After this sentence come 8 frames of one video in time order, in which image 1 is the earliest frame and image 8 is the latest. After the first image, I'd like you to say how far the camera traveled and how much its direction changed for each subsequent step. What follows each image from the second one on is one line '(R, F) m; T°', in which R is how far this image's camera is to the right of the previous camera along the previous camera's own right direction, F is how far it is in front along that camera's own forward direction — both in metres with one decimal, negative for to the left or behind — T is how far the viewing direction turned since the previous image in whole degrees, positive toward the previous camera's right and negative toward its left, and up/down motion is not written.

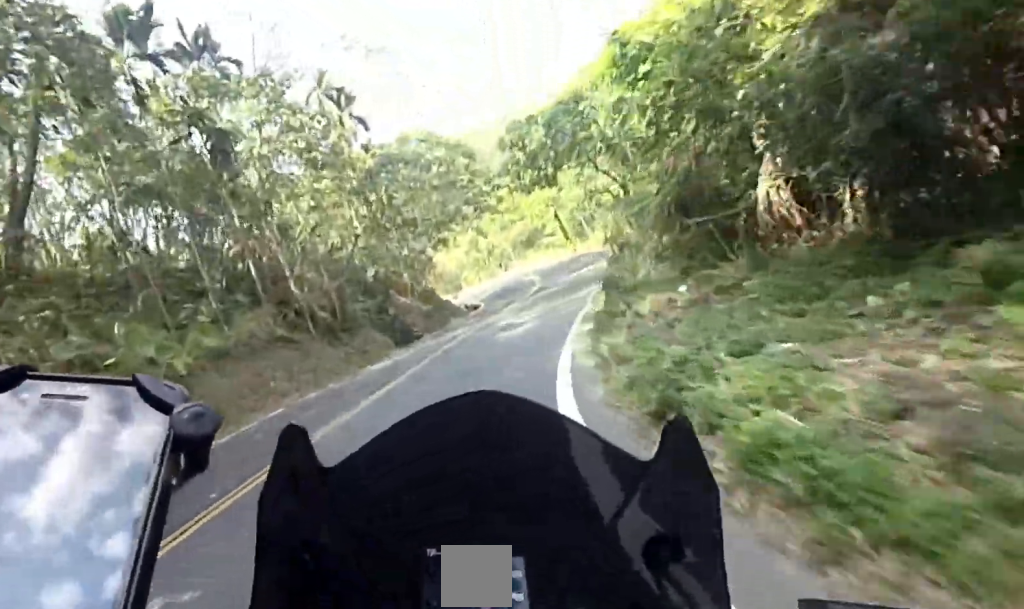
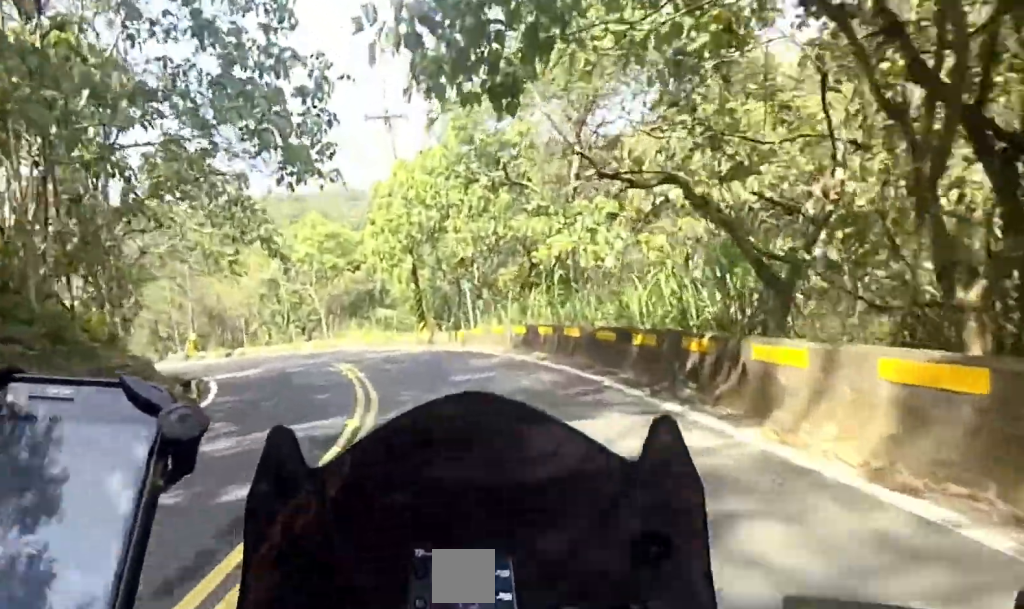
(+4.1, +21.2) m; +12°
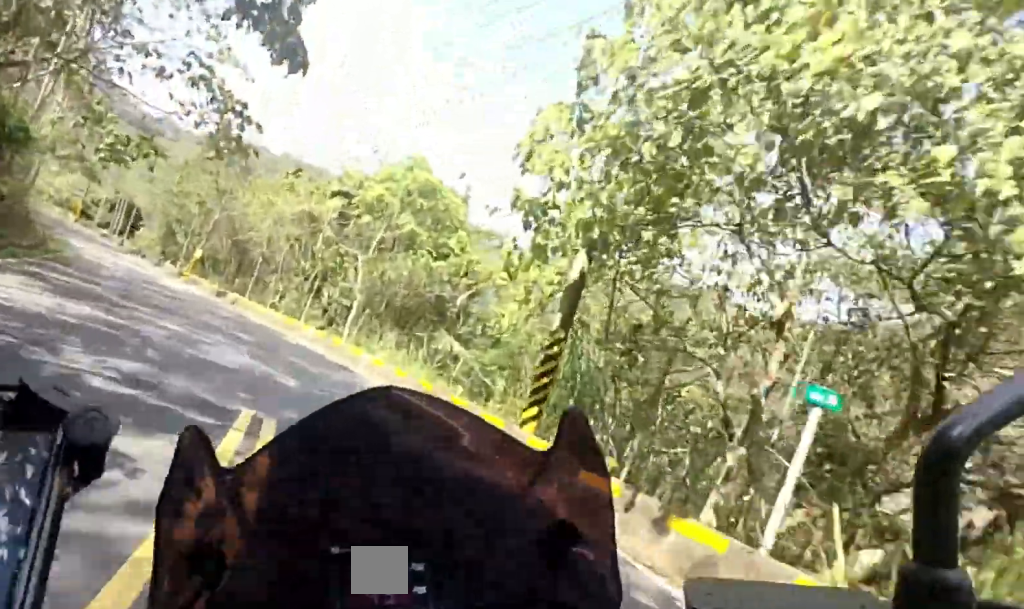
(-0.5, +14.5) m; -14°
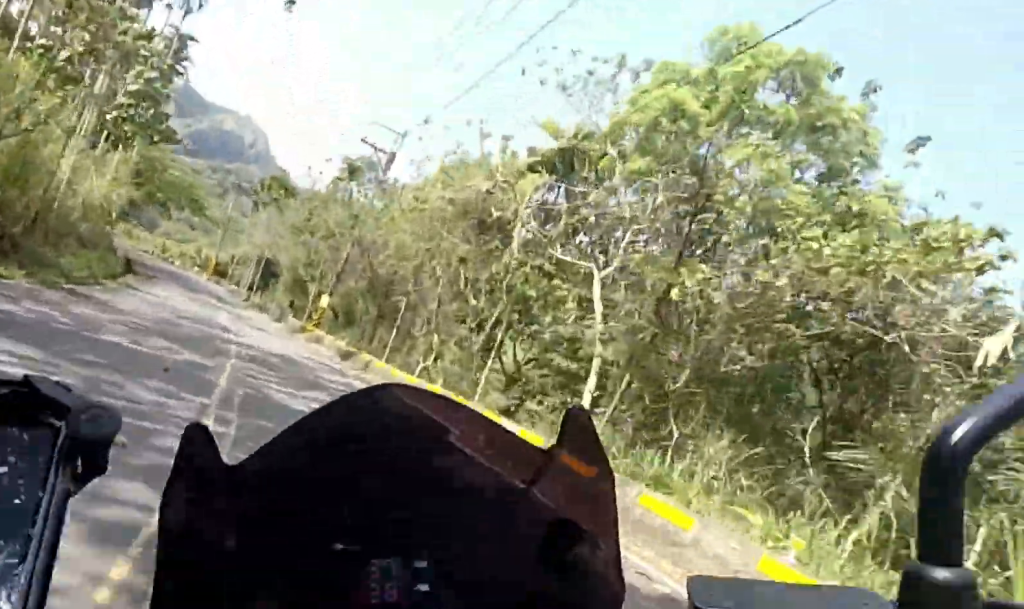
(-2.3, +11.8) m; -12°
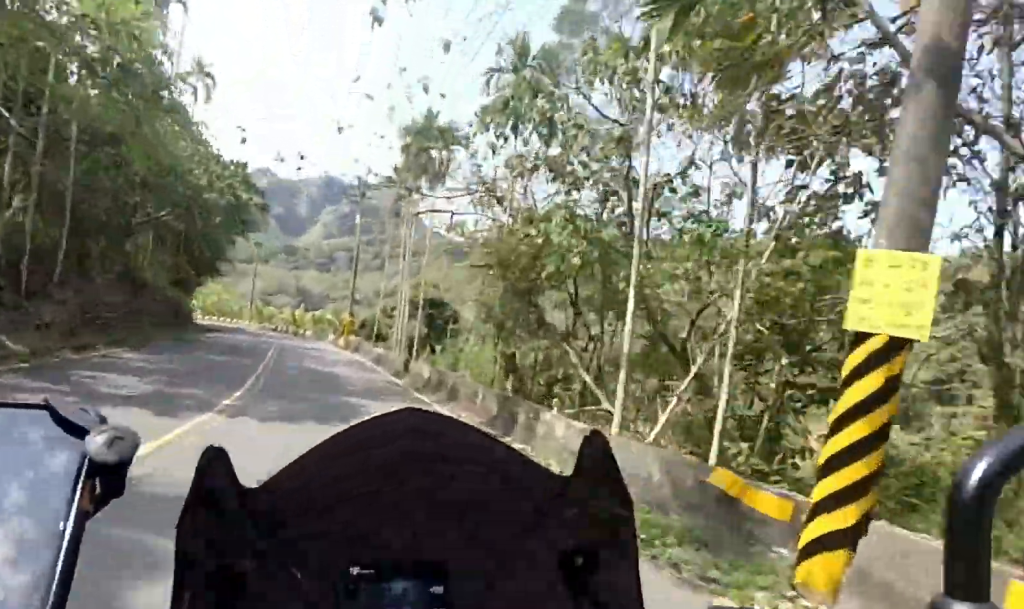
(-0.6, +23.1) m; -2°
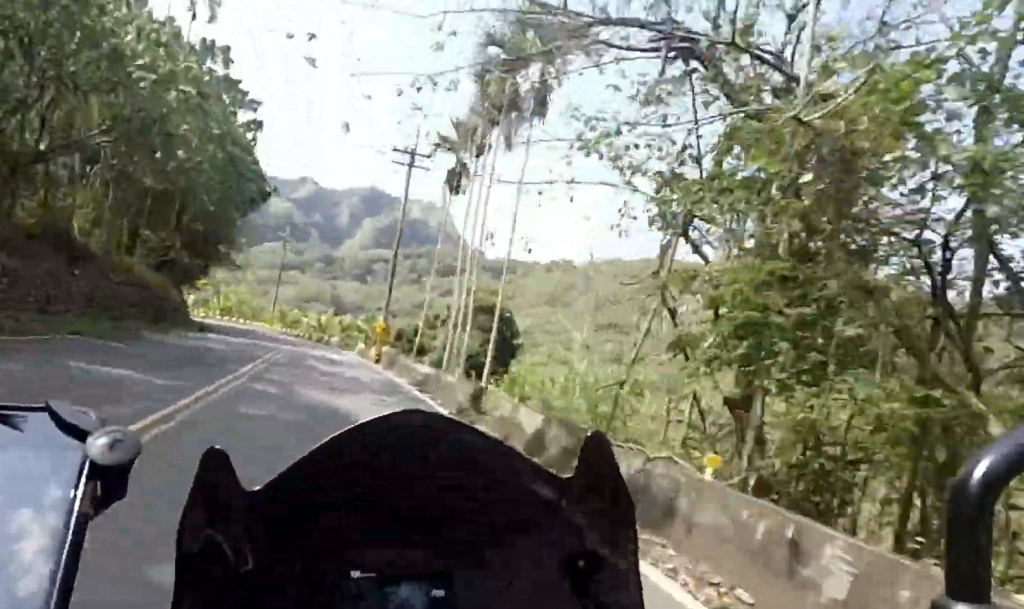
(0.0, +7.9) m; -3°
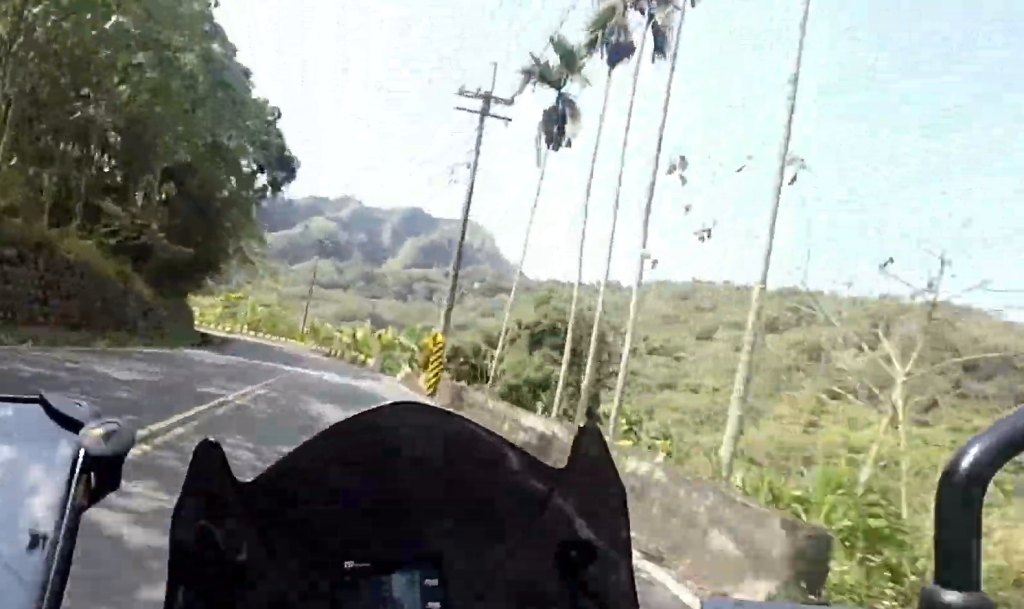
(+0.4, +7.5) m; -6°
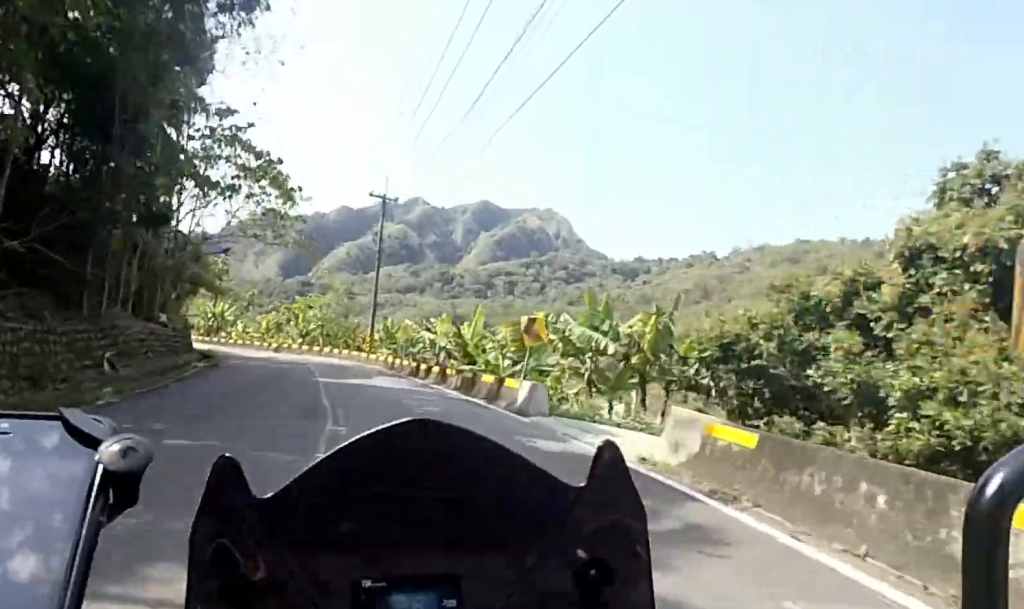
(-2.4, +16.2) m; -15°
